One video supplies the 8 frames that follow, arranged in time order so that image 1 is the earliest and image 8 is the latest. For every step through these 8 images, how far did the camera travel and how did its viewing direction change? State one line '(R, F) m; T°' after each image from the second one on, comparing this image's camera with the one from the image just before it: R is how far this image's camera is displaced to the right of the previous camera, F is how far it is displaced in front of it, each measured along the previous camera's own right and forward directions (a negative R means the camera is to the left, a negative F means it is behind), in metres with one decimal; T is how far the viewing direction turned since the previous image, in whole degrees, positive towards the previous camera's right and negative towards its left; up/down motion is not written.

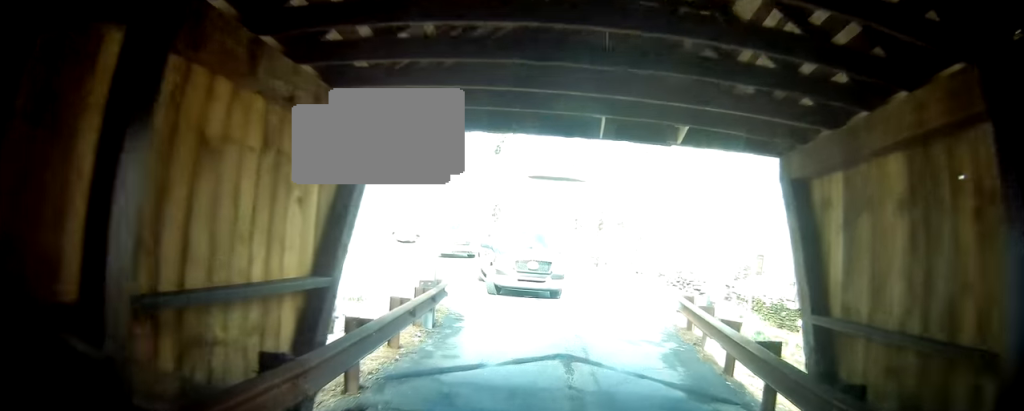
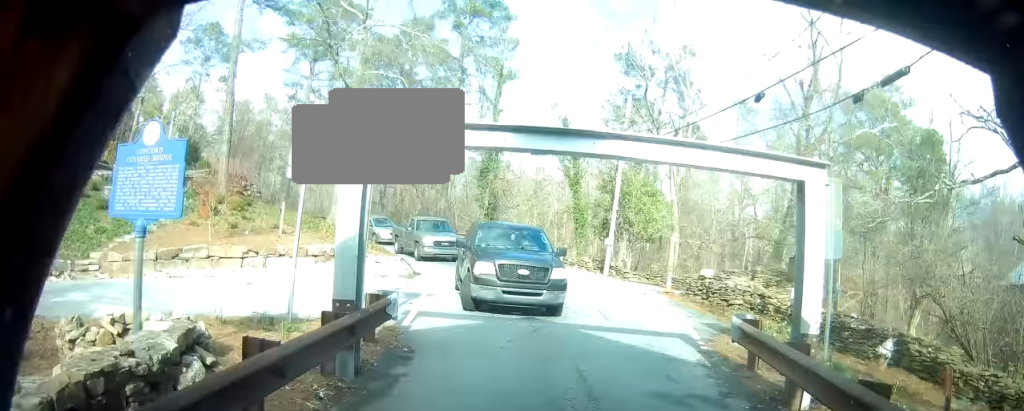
(-0.3, +3.9) m; -2°
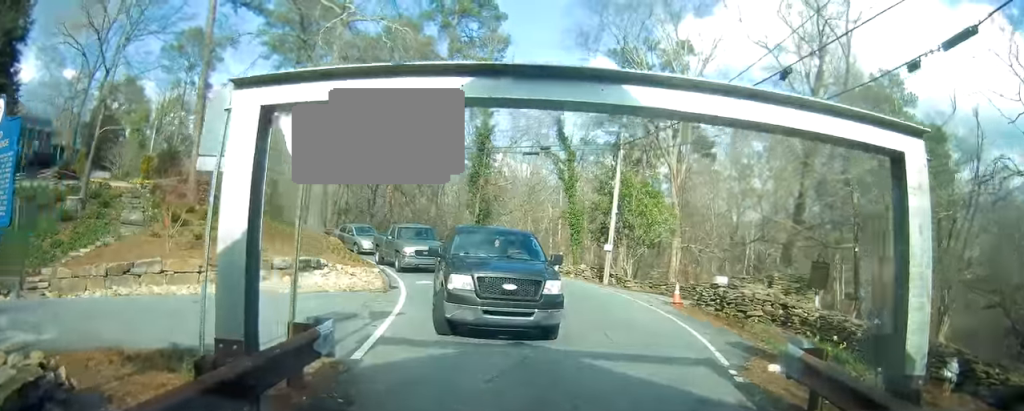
(+0.1, +2.2) m; +6°
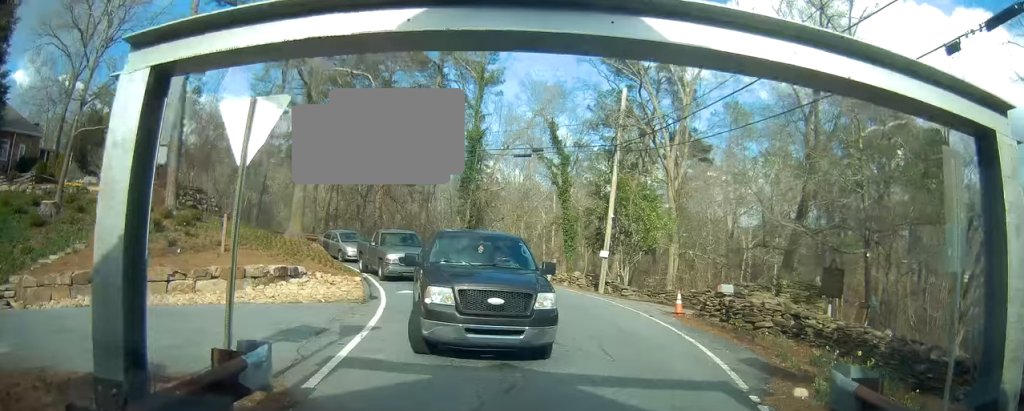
(0.0, +1.6) m; +4°
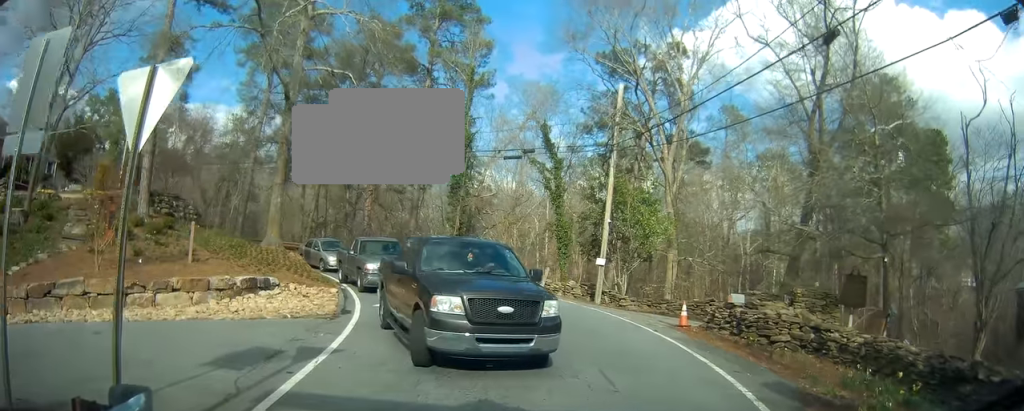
(+0.3, +2.5) m; +2°
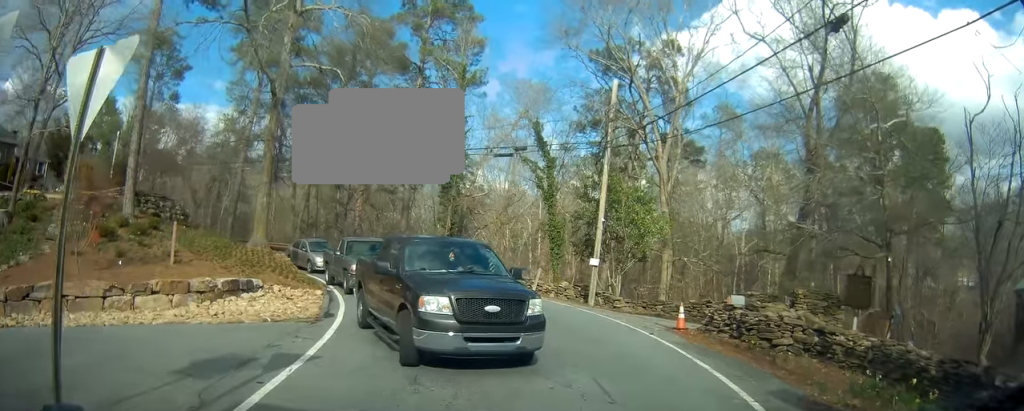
(-0.2, +1.0) m; 0°
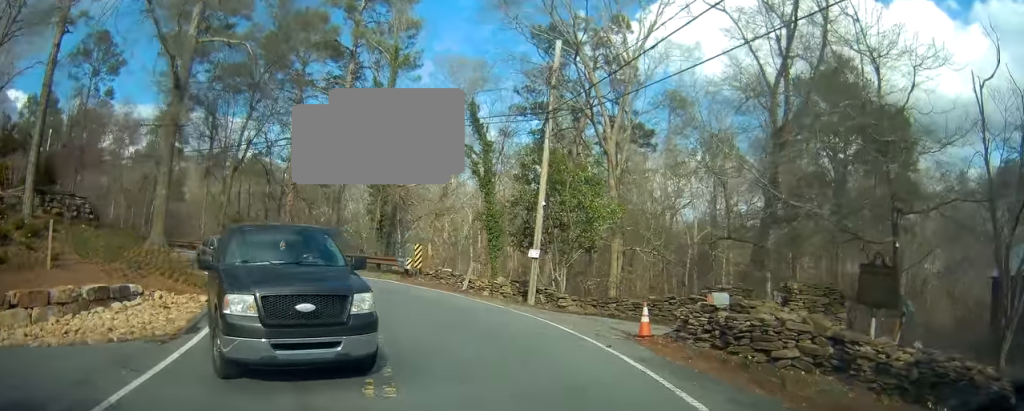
(+0.4, +4.1) m; +8°
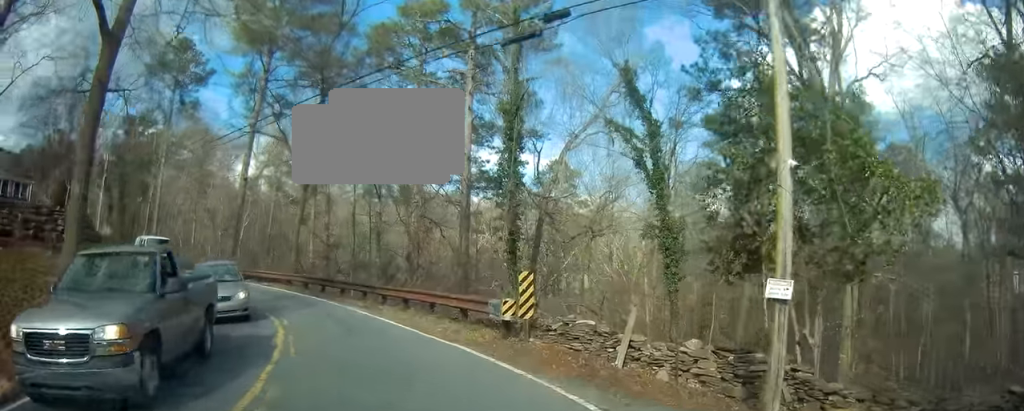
(-3.7, +11.3) m; -38°
